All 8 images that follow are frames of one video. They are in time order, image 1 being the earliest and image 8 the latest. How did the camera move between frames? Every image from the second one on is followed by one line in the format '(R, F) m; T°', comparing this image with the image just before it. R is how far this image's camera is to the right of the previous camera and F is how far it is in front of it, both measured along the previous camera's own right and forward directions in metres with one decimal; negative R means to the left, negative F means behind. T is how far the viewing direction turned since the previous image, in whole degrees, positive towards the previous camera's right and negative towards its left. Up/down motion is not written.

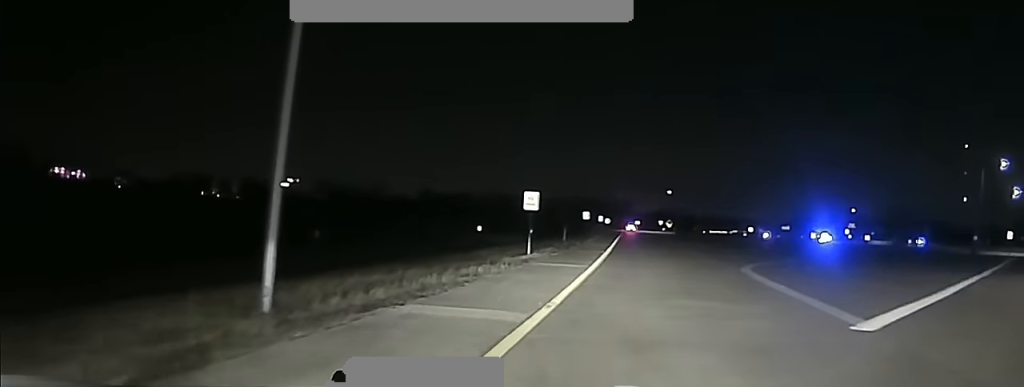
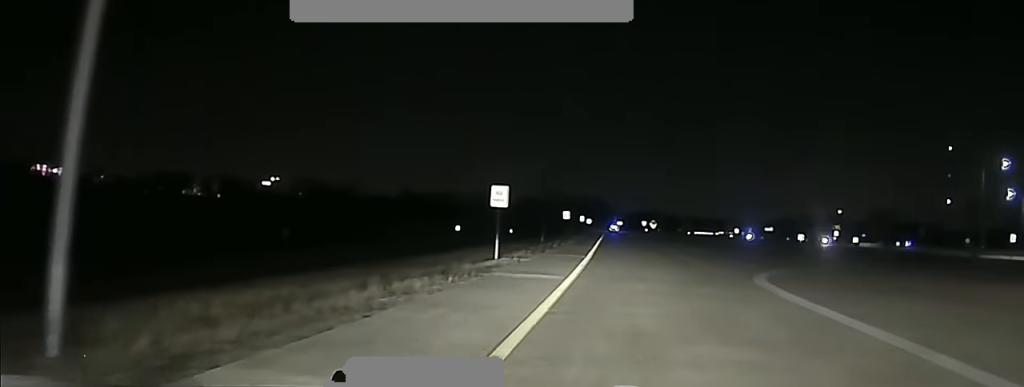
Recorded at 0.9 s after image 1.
(+0.2, +5.6) m; +4°
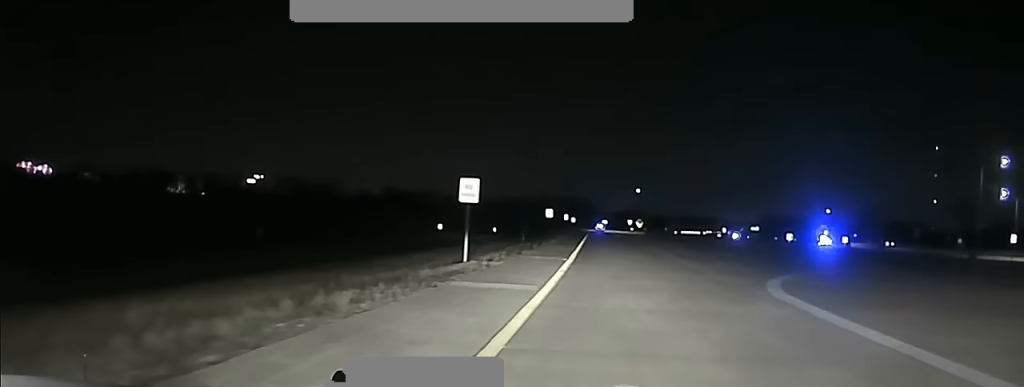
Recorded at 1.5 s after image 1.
(+0.1, +3.8) m; +2°
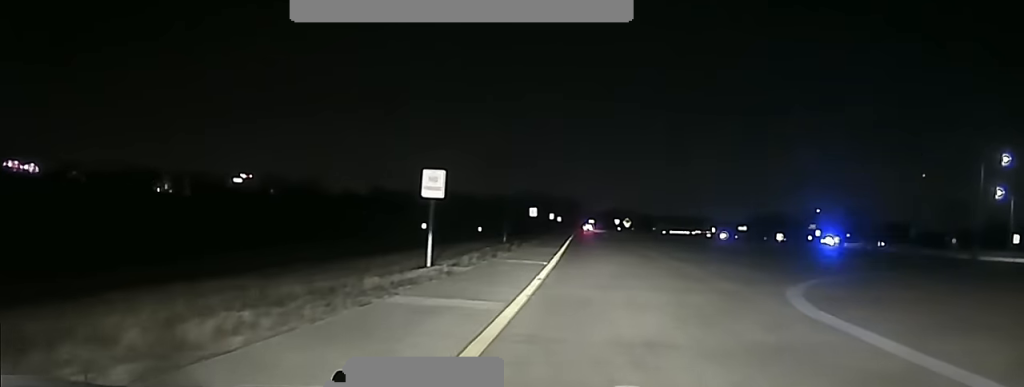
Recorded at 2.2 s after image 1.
(+0.1, +4.0) m; +1°
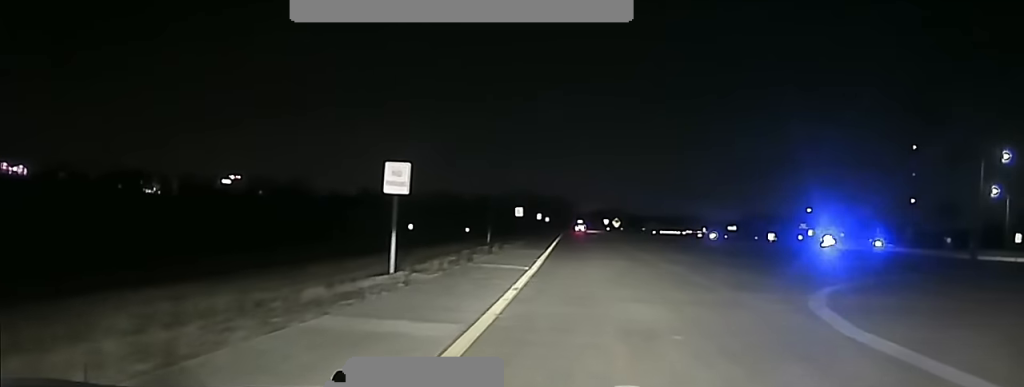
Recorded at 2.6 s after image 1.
(0.0, +2.6) m; 0°
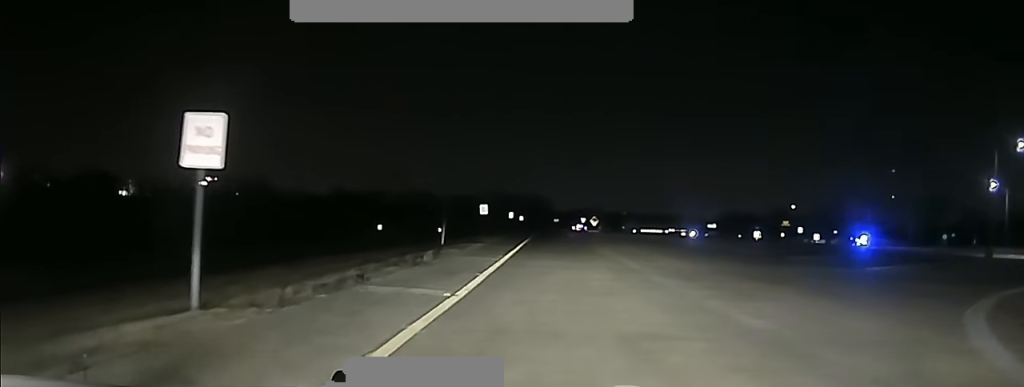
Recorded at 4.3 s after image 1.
(-0.1, +10.9) m; -1°
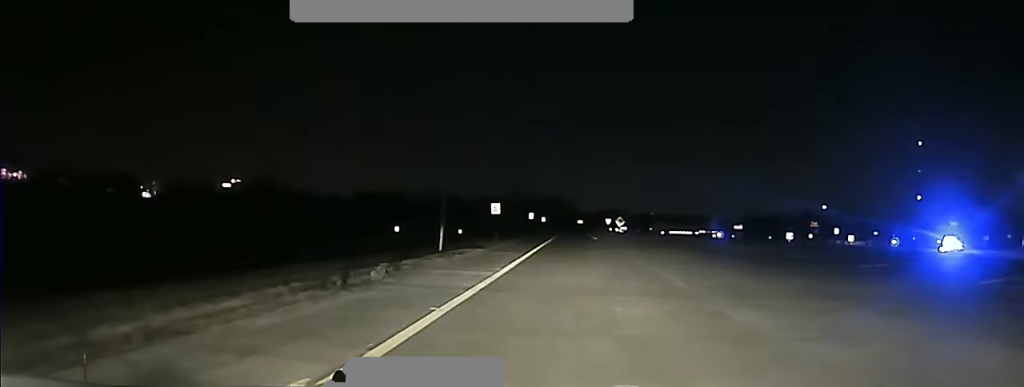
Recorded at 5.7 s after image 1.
(0.0, +9.5) m; 0°
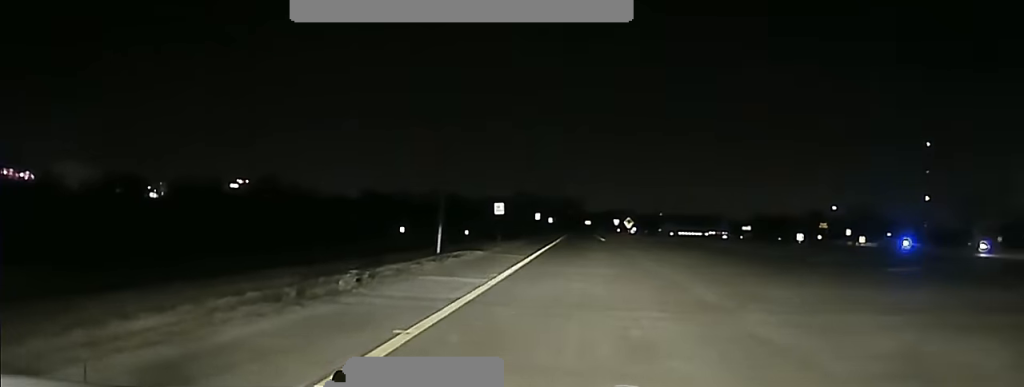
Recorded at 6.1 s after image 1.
(+0.1, +2.9) m; -1°
